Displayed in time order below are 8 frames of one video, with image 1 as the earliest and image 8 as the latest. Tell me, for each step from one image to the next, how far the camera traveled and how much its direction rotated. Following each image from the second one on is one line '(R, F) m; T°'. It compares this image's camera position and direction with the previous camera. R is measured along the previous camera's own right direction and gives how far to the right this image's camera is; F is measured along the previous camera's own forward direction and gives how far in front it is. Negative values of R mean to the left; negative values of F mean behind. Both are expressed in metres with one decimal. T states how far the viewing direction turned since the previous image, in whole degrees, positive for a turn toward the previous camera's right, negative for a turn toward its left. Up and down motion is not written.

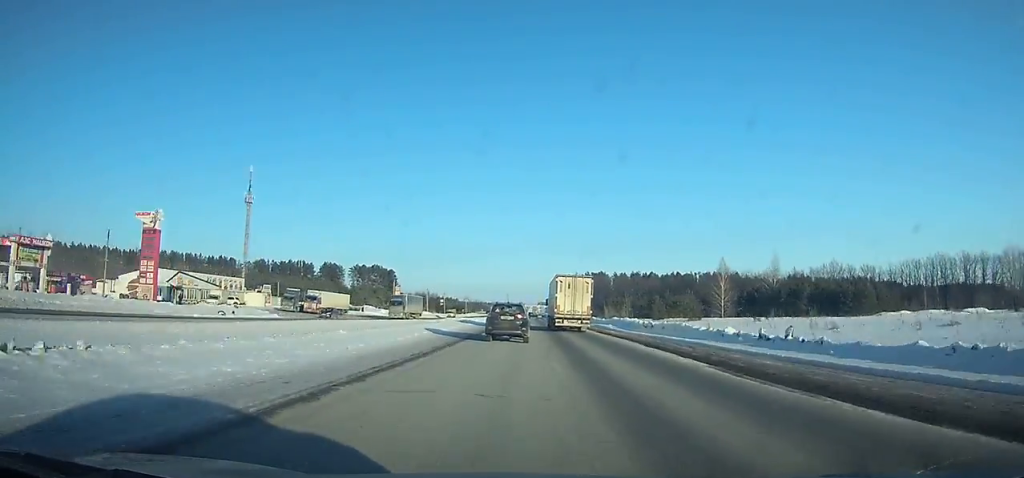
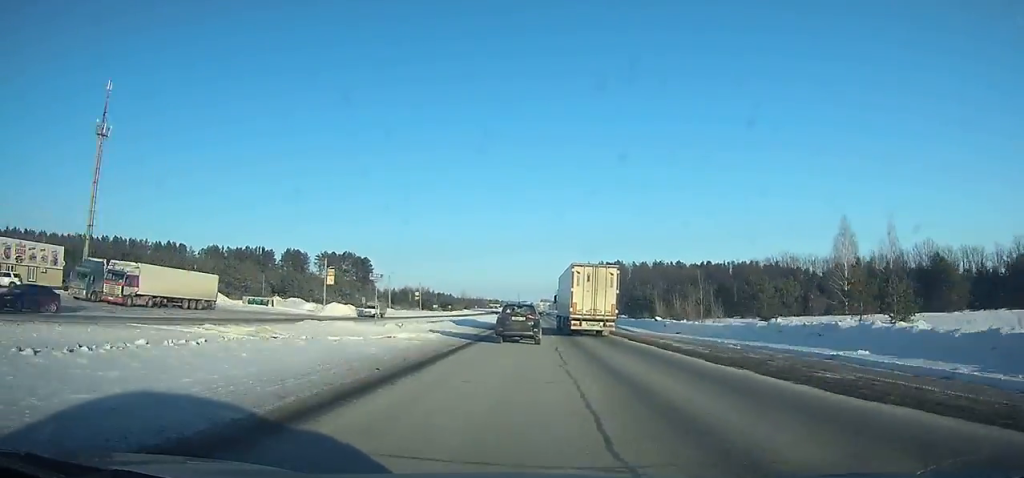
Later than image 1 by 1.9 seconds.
(0.0, +51.0) m; 0°
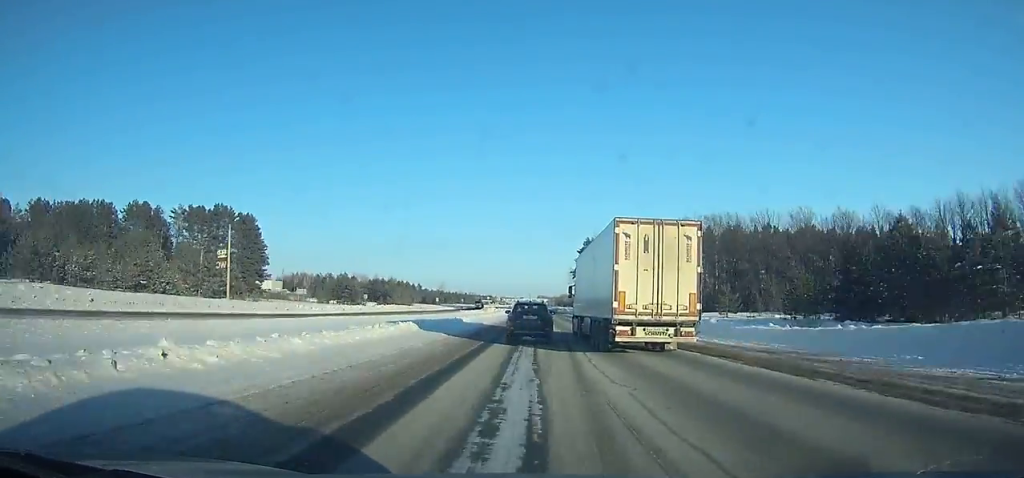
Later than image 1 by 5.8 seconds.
(+0.2, +103.5) m; 0°
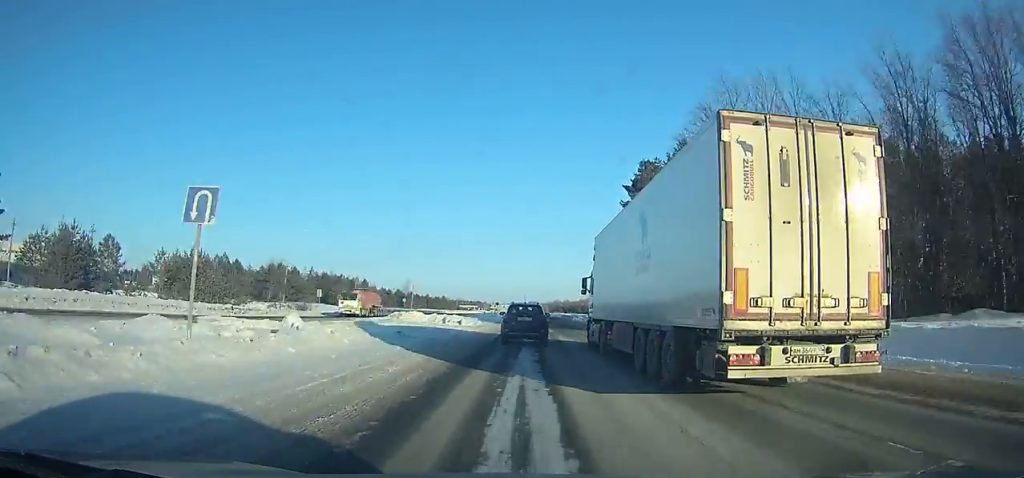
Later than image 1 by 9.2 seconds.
(+0.3, +88.9) m; 0°
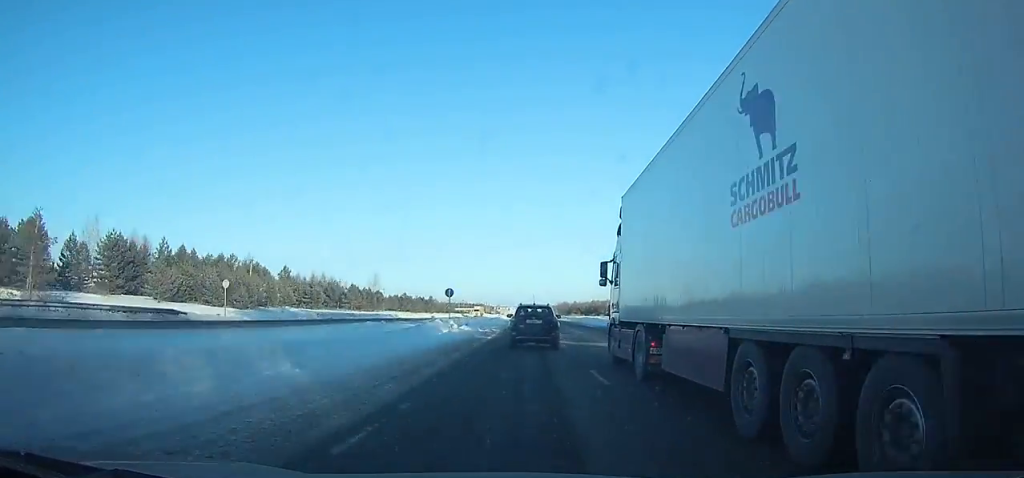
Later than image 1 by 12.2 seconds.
(0.0, +77.8) m; 0°
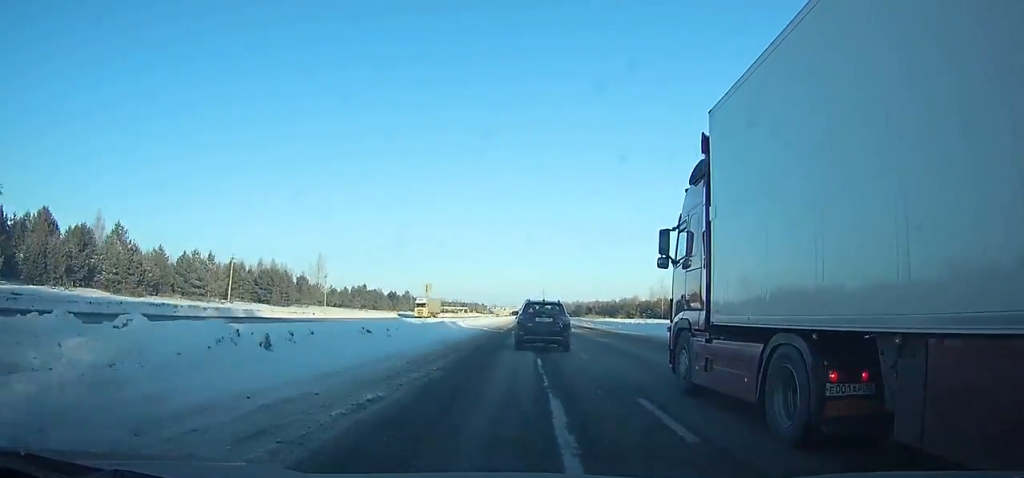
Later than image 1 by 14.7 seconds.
(0.0, +64.8) m; 0°
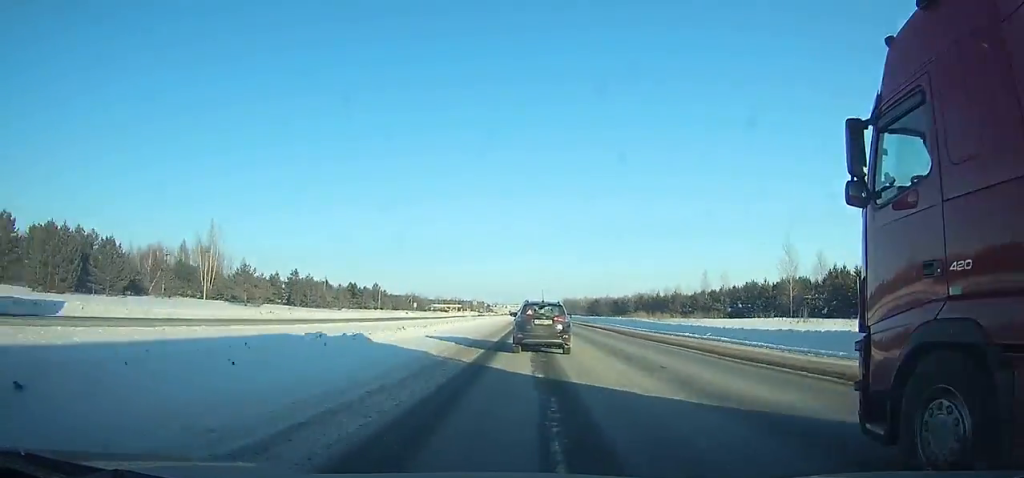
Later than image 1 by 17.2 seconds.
(-0.1, +65.0) m; 0°
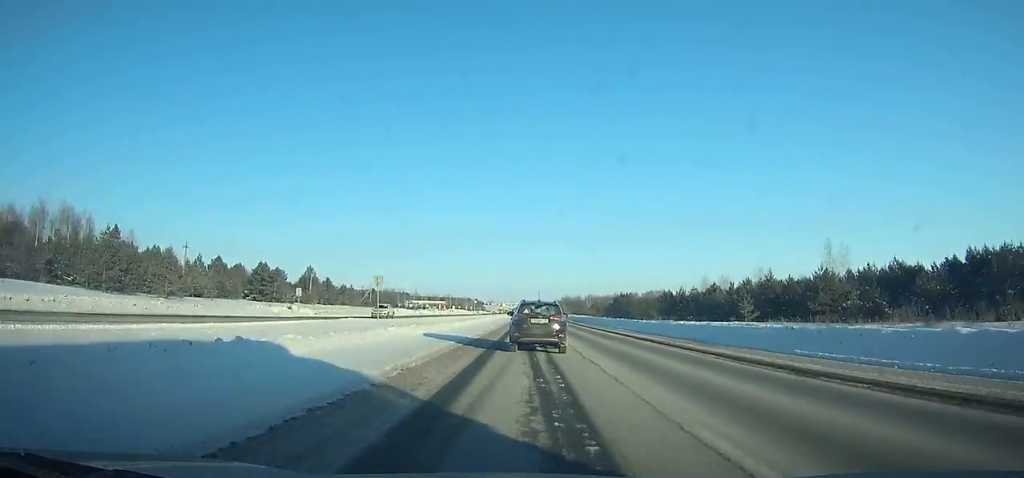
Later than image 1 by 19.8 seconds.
(+0.1, +68.2) m; 0°
